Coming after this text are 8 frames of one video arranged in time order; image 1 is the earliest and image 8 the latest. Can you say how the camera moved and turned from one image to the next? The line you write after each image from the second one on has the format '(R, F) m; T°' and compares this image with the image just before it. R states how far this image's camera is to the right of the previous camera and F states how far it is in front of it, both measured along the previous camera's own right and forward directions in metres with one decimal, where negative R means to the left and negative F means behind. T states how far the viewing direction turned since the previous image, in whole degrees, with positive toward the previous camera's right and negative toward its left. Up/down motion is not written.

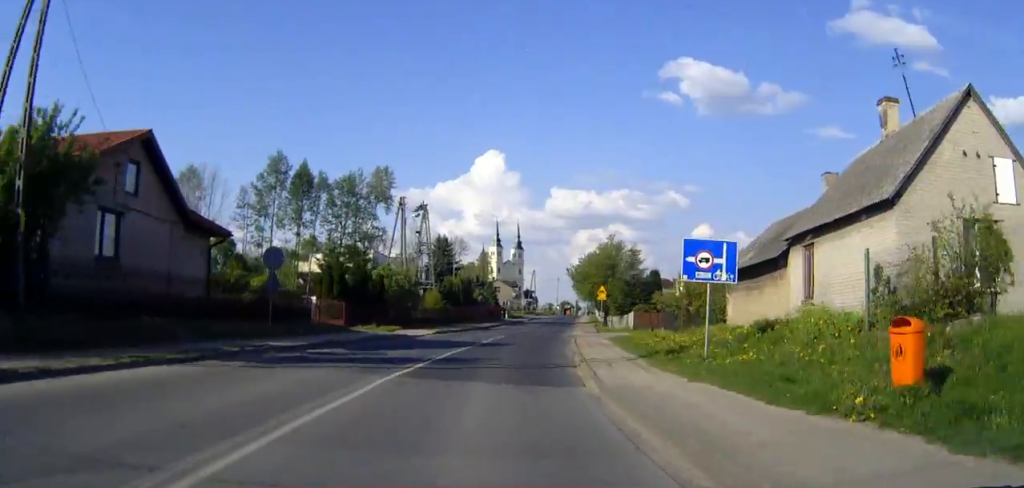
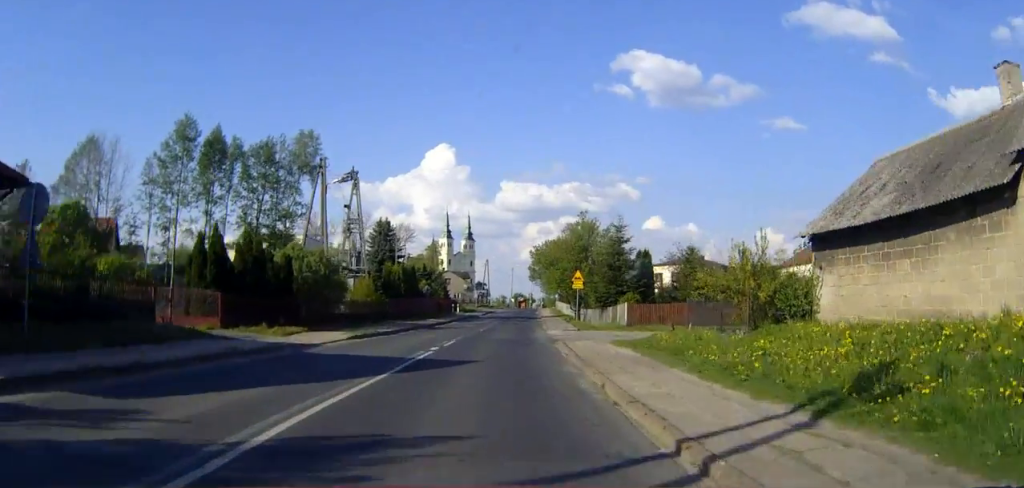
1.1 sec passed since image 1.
(+0.6, +12.7) m; +4°
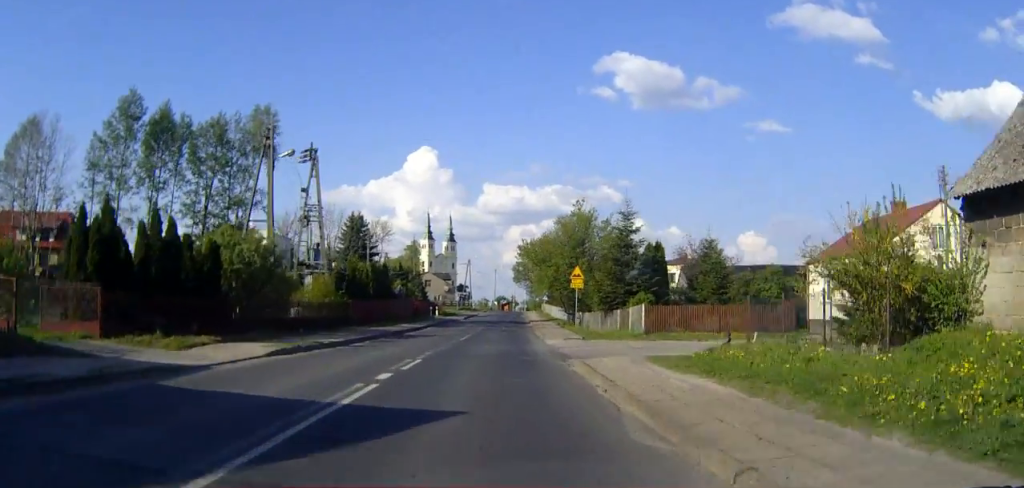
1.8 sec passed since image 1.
(+0.1, +7.9) m; +2°
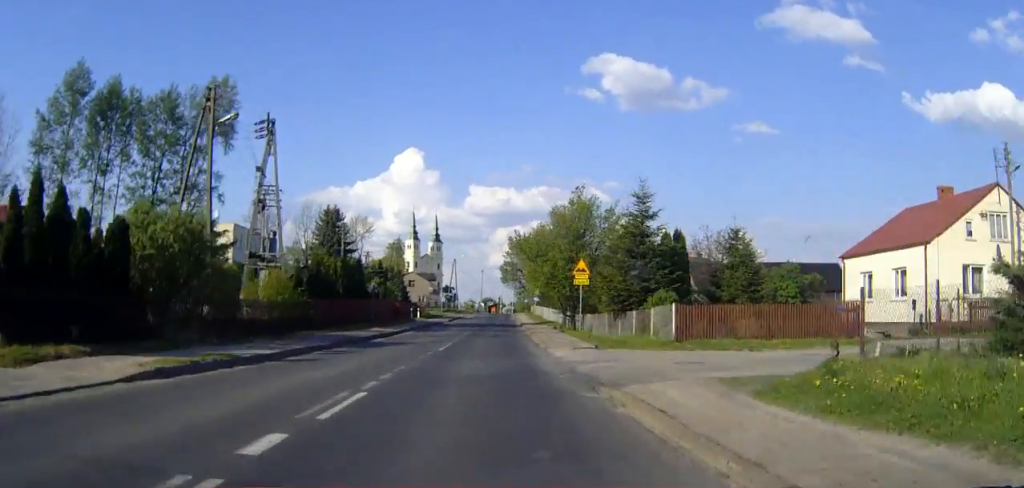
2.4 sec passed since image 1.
(+0.1, +6.9) m; +1°
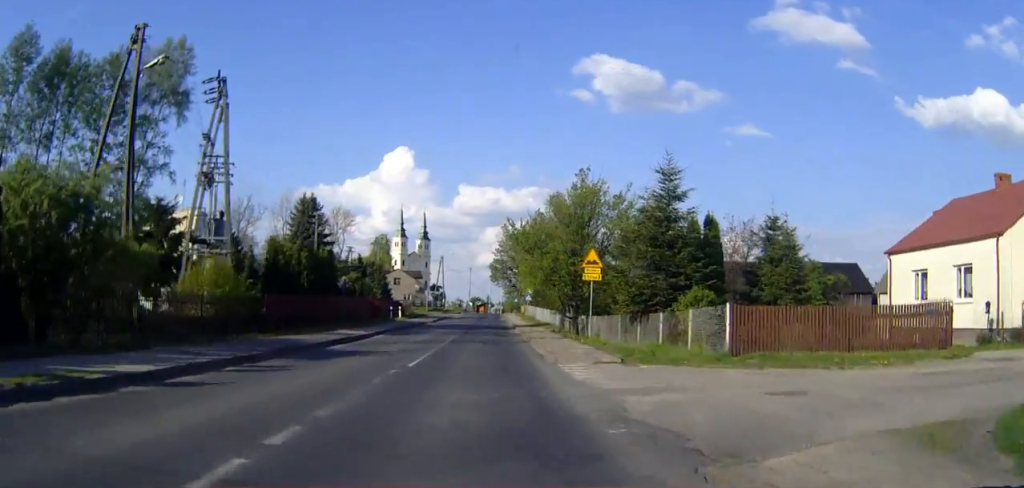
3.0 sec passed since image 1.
(0.0, +6.5) m; +1°
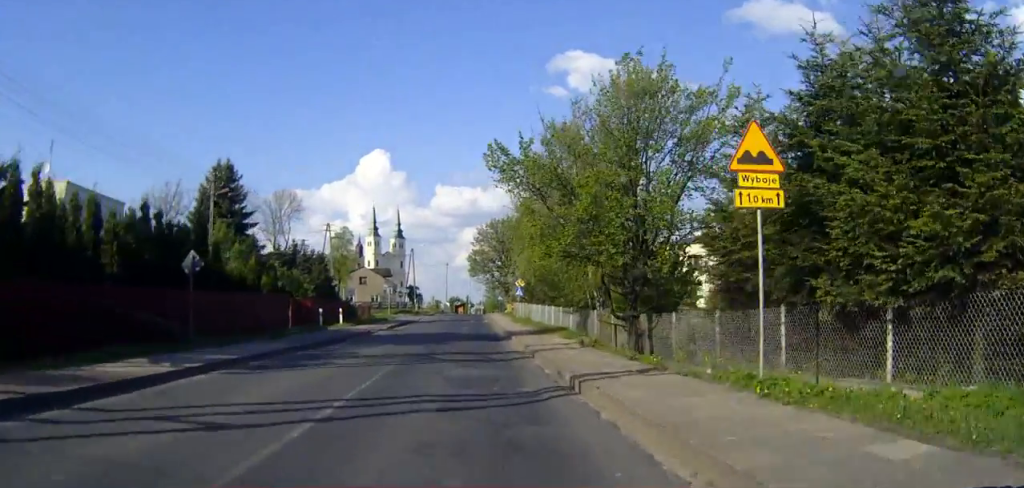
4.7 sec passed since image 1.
(+0.5, +19.2) m; +2°
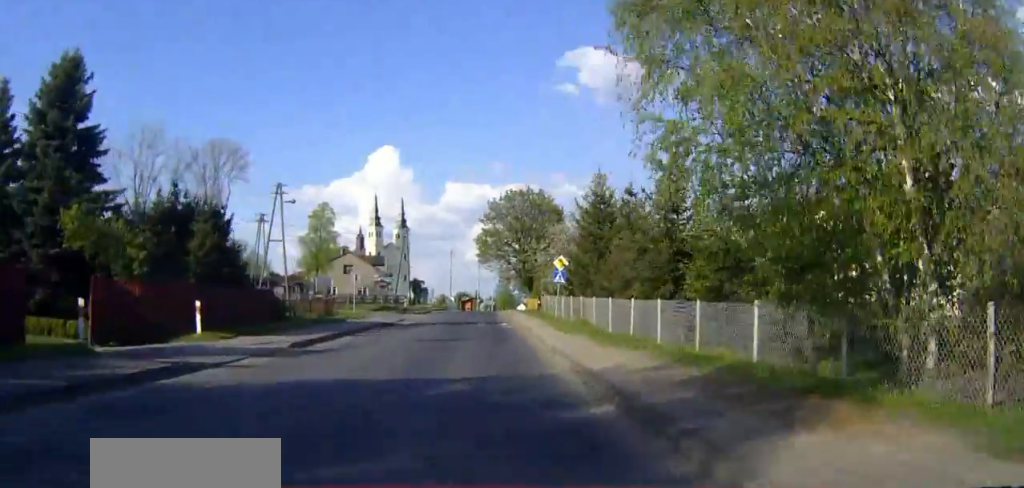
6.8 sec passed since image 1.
(-0.2, +24.0) m; -1°
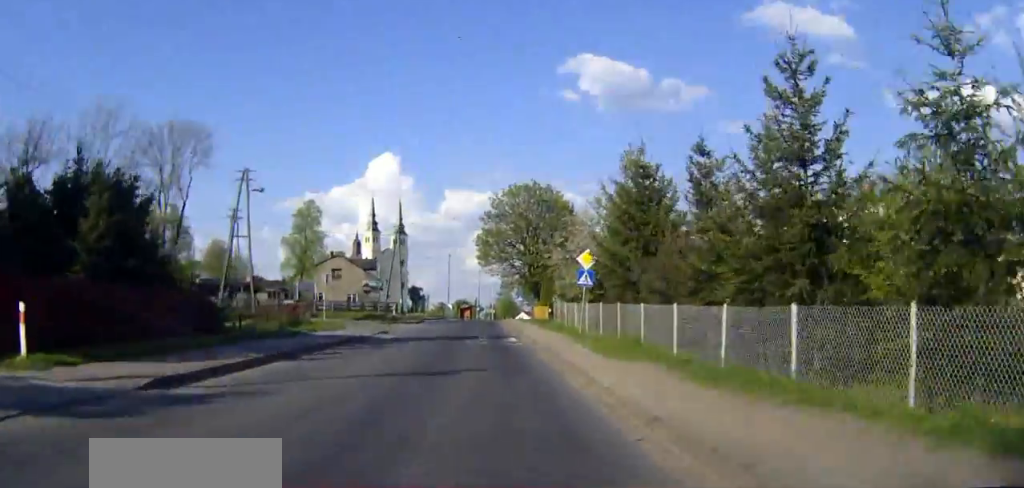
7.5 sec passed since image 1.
(0.0, +8.8) m; 0°
